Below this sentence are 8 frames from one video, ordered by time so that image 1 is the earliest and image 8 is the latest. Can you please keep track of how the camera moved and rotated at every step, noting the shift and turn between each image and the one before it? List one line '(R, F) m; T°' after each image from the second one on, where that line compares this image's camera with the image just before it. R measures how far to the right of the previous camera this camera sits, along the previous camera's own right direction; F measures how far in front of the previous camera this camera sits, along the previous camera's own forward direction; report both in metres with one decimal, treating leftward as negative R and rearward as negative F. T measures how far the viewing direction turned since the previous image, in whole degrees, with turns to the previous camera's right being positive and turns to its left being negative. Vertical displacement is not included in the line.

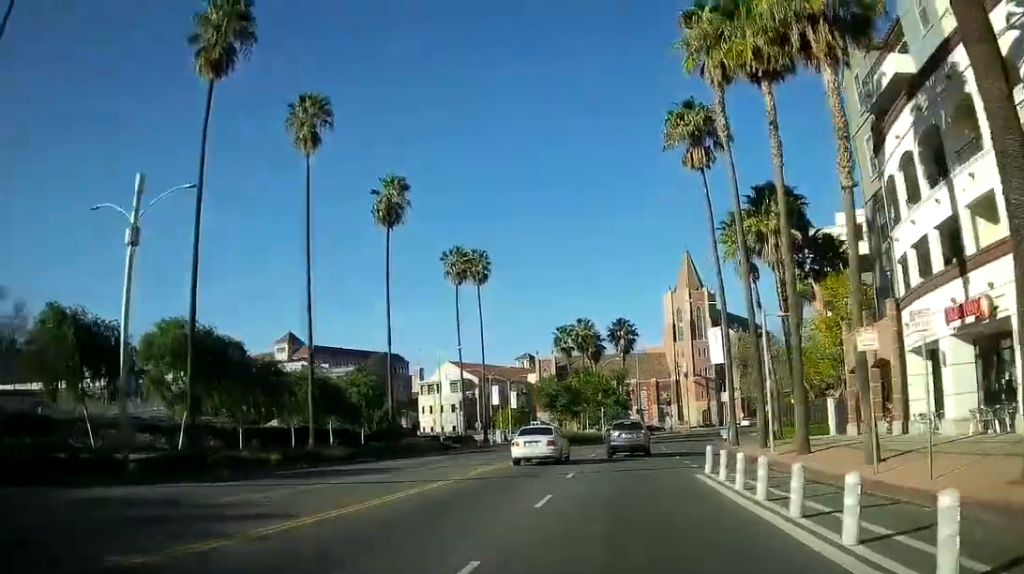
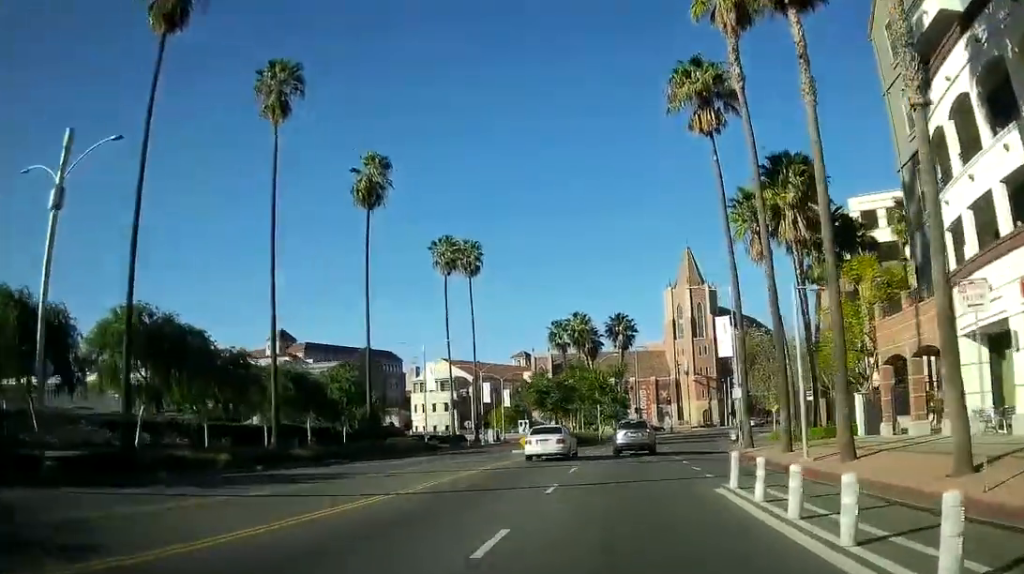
(0.0, +5.1) m; 0°
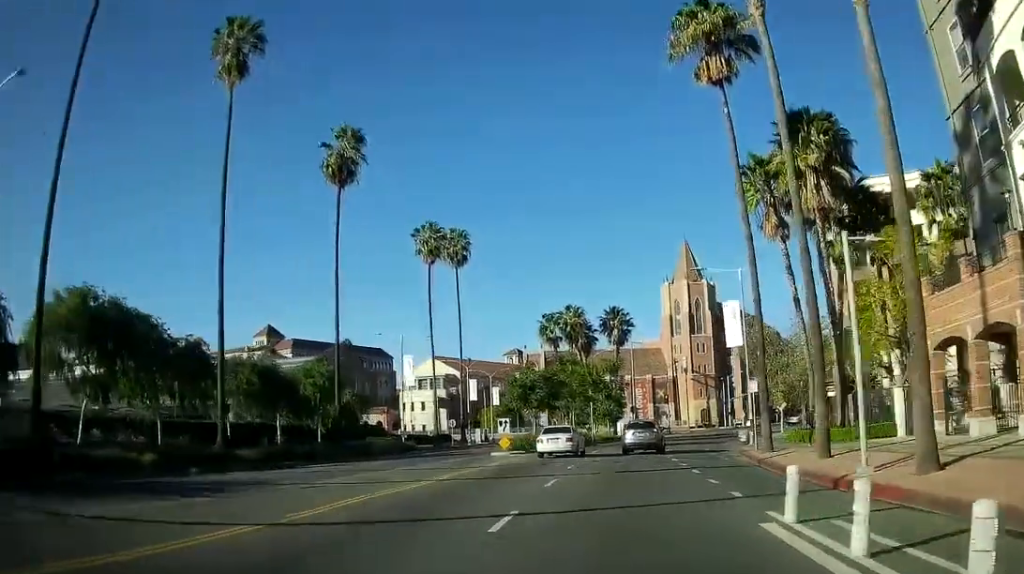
(0.0, +5.4) m; +1°
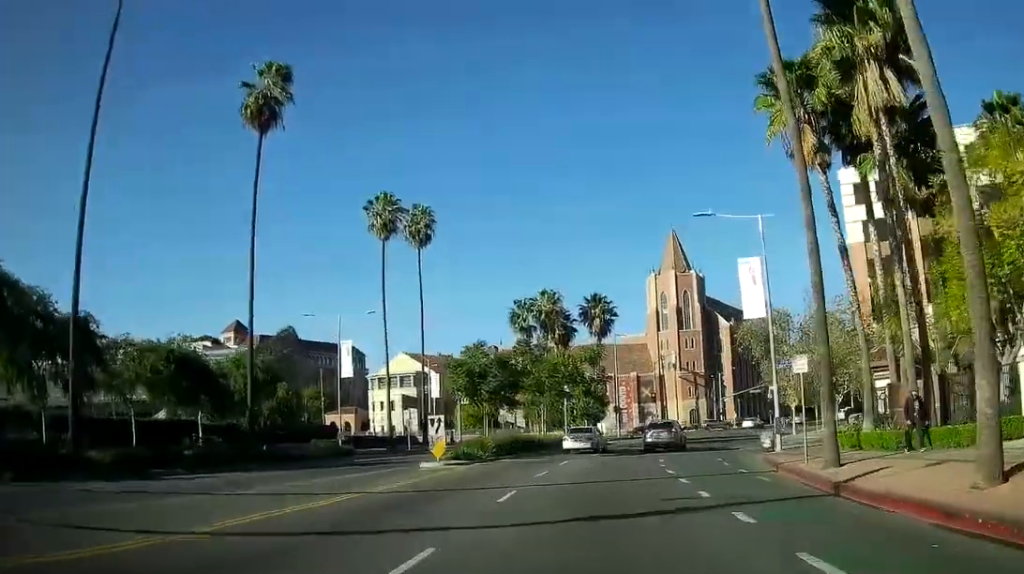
(+0.2, +10.6) m; +4°
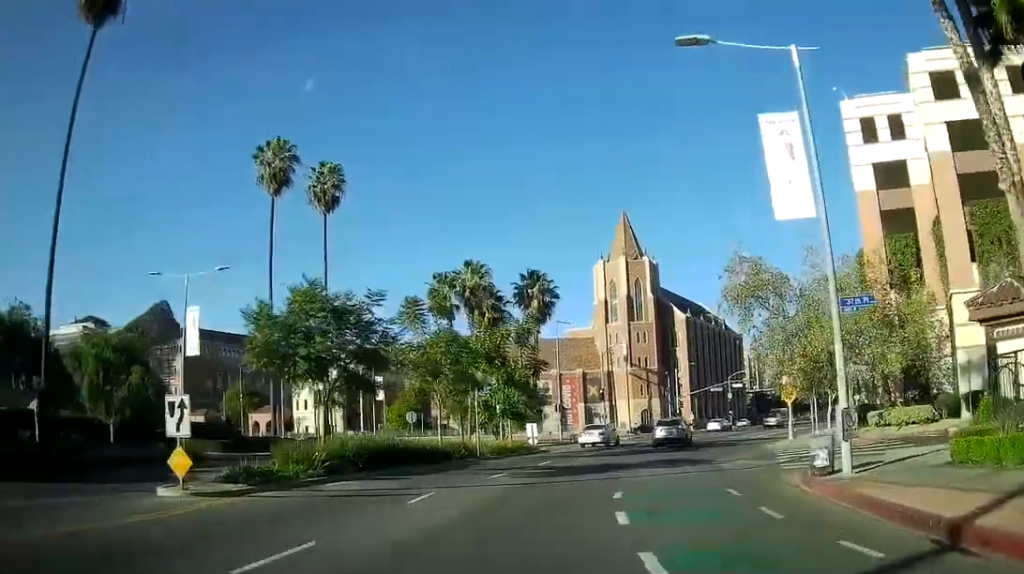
(+0.6, +14.7) m; +3°
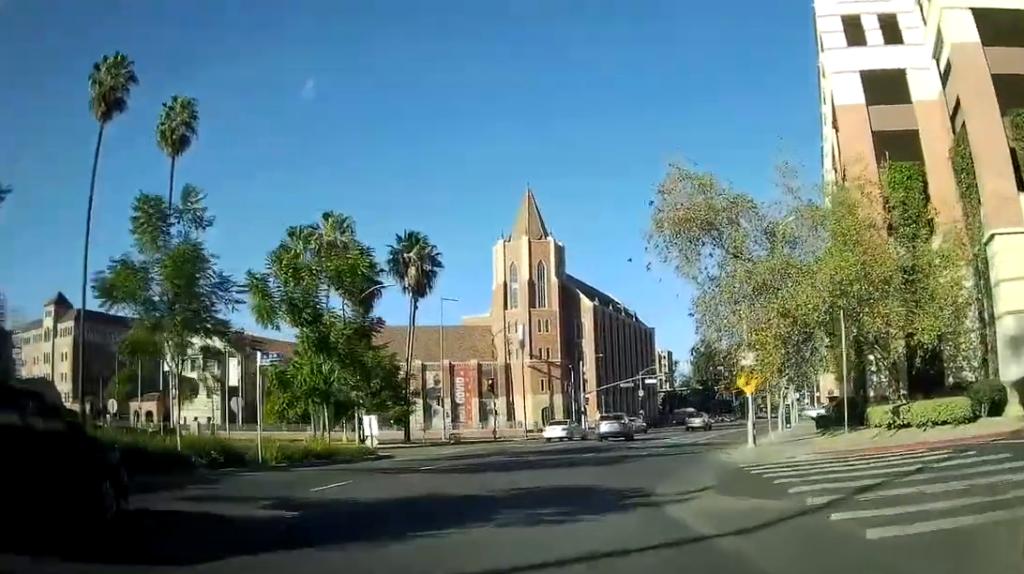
(0.0, +15.2) m; +2°
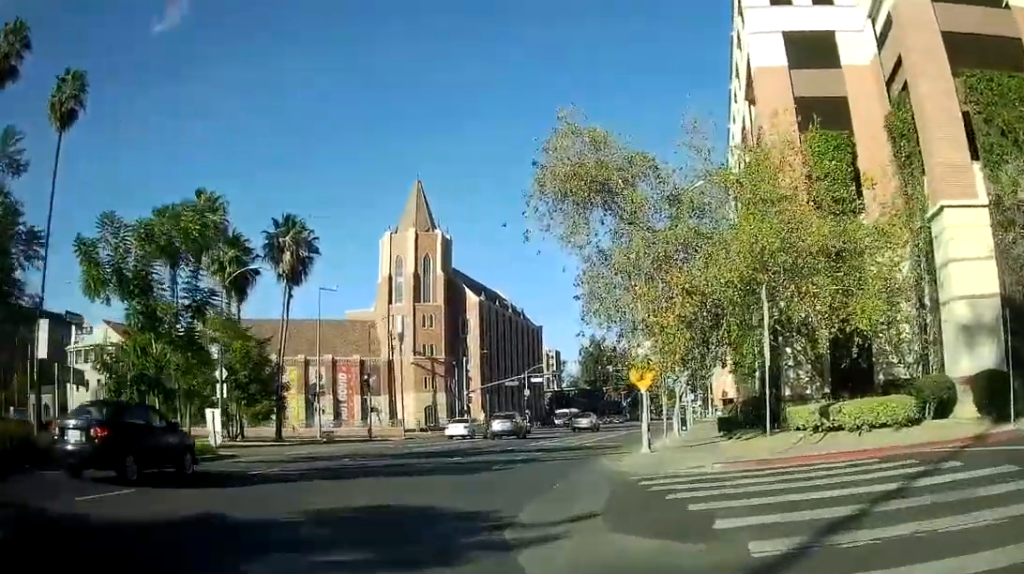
(+0.2, +5.6) m; +11°
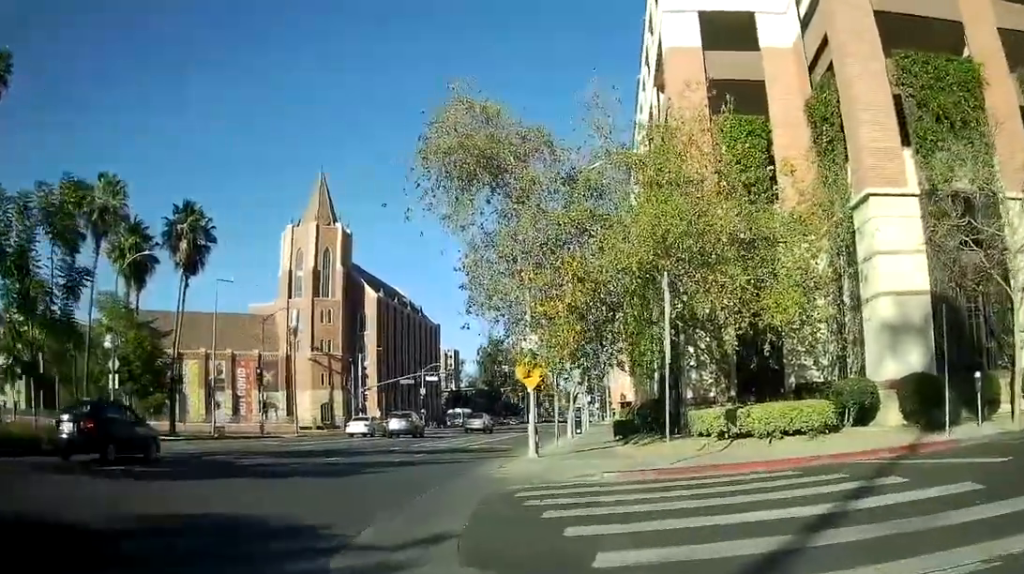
(-0.3, +2.8) m; +8°
